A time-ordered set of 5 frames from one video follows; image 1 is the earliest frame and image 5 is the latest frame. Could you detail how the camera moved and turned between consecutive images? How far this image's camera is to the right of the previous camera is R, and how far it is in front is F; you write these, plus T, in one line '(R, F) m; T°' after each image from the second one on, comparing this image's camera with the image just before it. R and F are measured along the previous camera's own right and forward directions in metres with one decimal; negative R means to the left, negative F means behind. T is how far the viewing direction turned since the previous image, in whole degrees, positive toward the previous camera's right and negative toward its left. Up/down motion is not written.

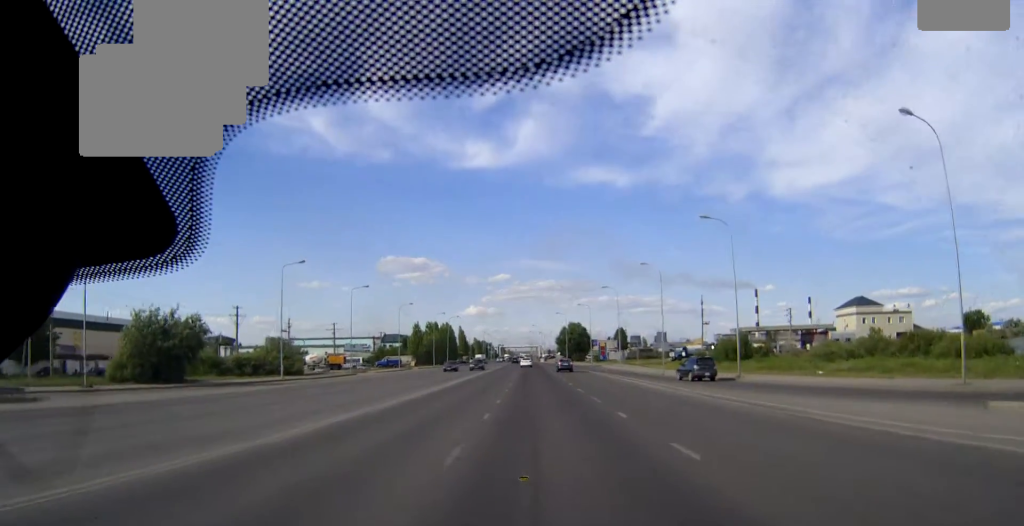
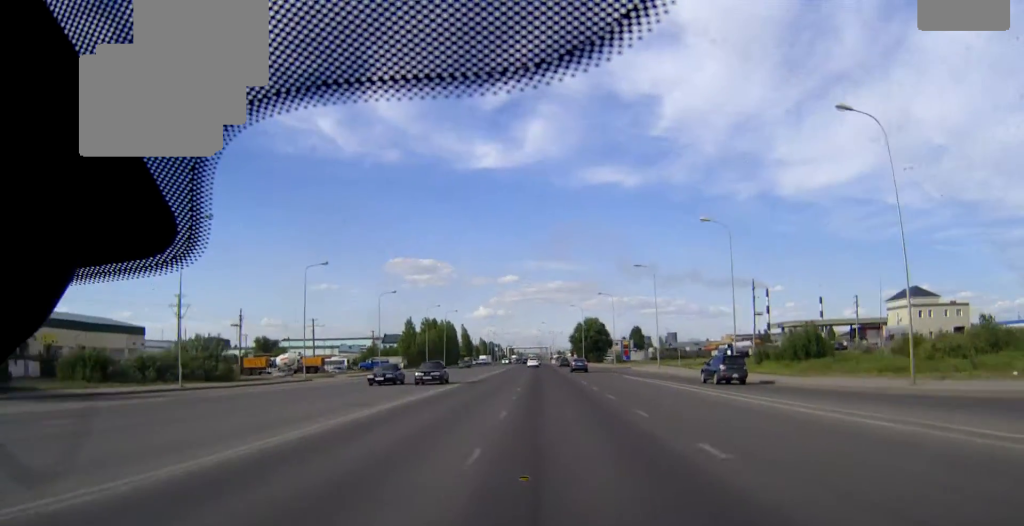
(-0.1, +23.8) m; -1°
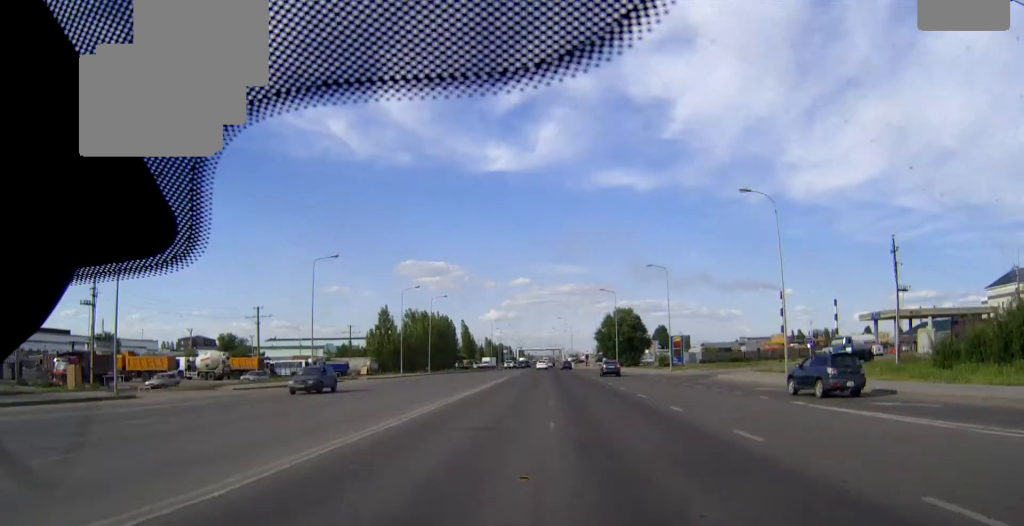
(-0.4, +37.4) m; -1°
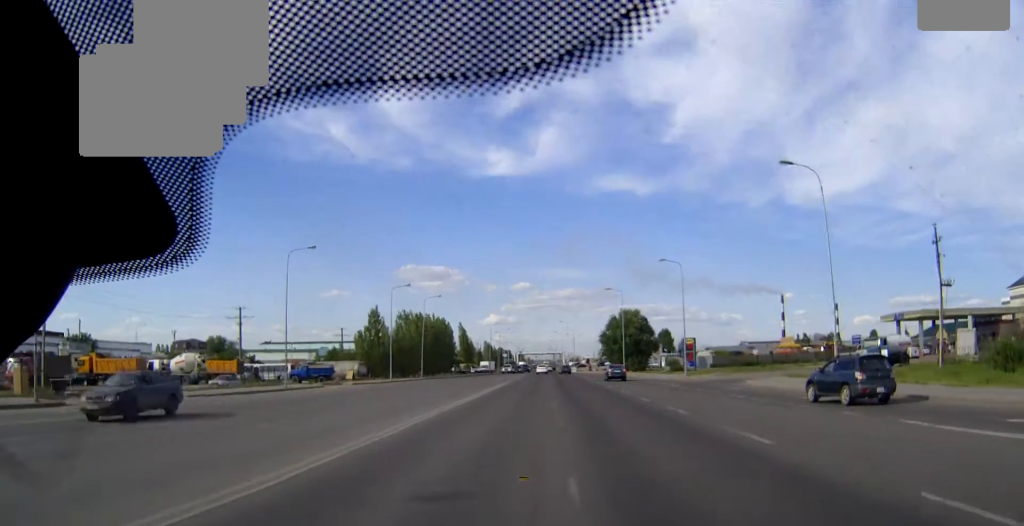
(0.0, +7.5) m; 0°
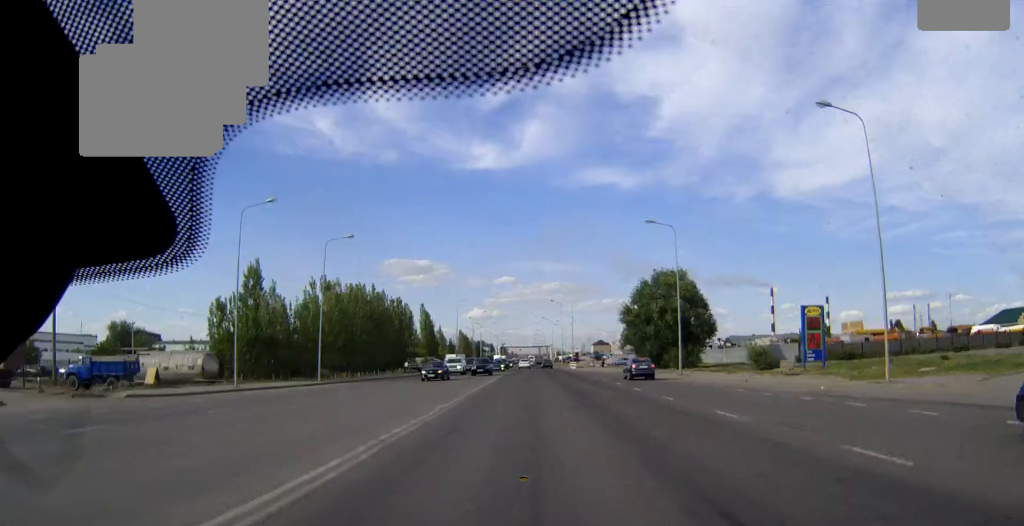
(+0.5, +44.5) m; +1°
